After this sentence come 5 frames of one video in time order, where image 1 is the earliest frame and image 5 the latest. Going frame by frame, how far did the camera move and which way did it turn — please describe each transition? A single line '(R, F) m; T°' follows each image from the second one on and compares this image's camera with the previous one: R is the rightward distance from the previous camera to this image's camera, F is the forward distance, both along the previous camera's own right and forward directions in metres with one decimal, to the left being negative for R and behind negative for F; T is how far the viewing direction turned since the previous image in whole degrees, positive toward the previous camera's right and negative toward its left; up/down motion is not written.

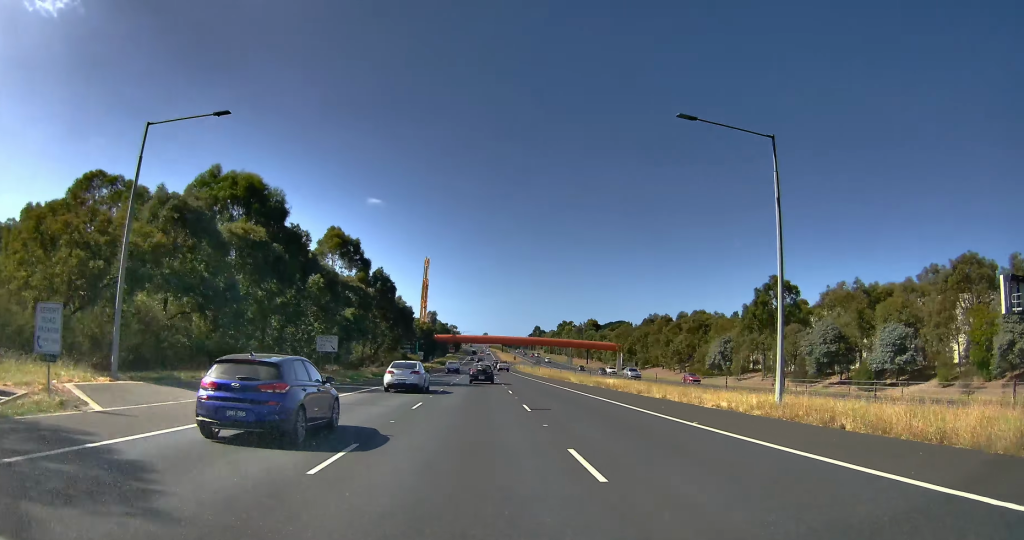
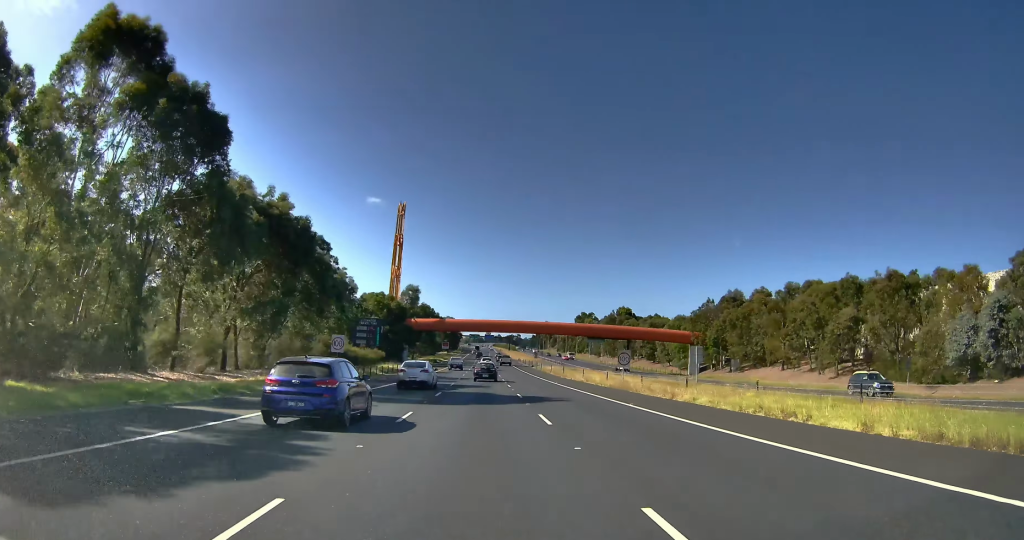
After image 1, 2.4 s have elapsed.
(+0.8, +76.7) m; +2°
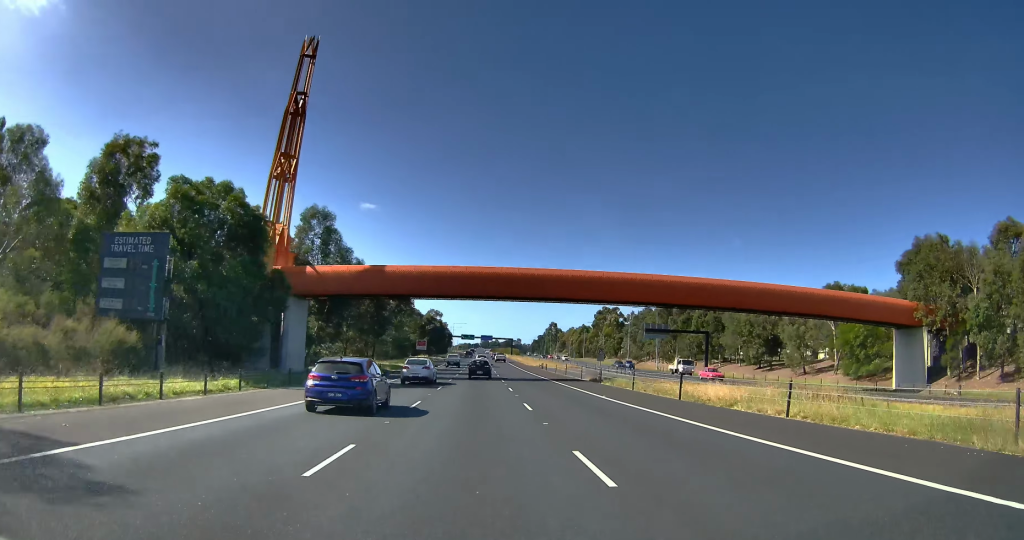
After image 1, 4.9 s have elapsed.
(-0.7, +70.0) m; -2°
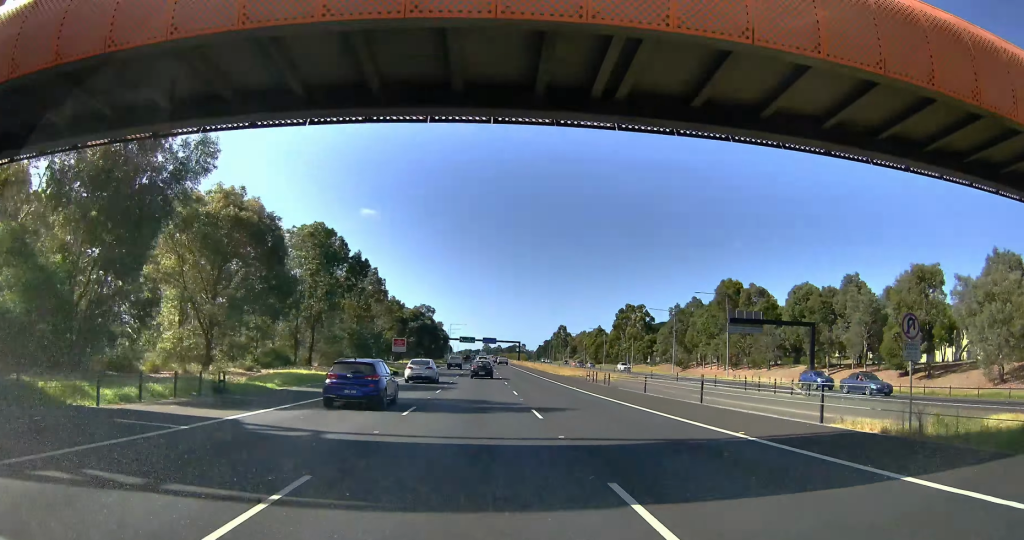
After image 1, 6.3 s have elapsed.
(+0.3, +38.5) m; 0°
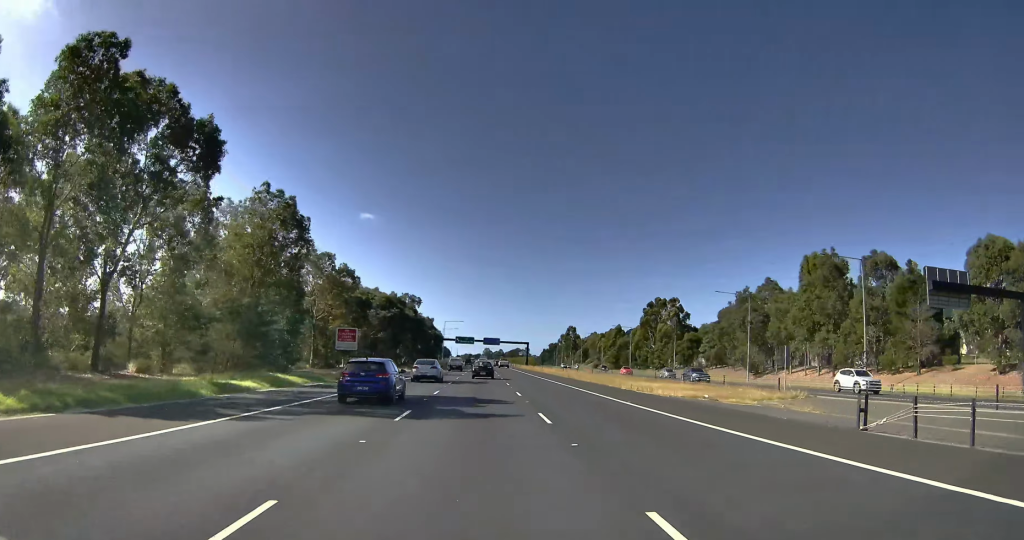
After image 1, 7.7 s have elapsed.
(-0.2, +37.2) m; +1°
